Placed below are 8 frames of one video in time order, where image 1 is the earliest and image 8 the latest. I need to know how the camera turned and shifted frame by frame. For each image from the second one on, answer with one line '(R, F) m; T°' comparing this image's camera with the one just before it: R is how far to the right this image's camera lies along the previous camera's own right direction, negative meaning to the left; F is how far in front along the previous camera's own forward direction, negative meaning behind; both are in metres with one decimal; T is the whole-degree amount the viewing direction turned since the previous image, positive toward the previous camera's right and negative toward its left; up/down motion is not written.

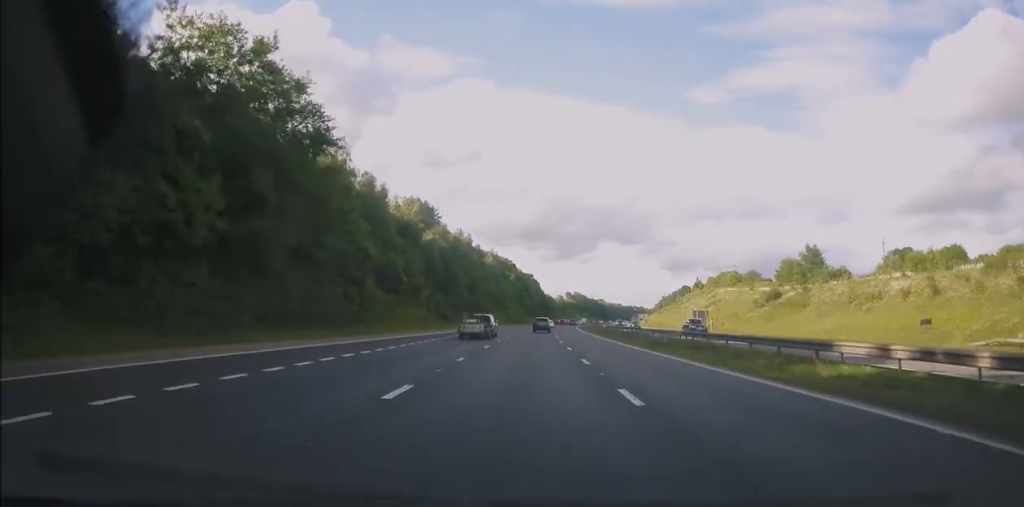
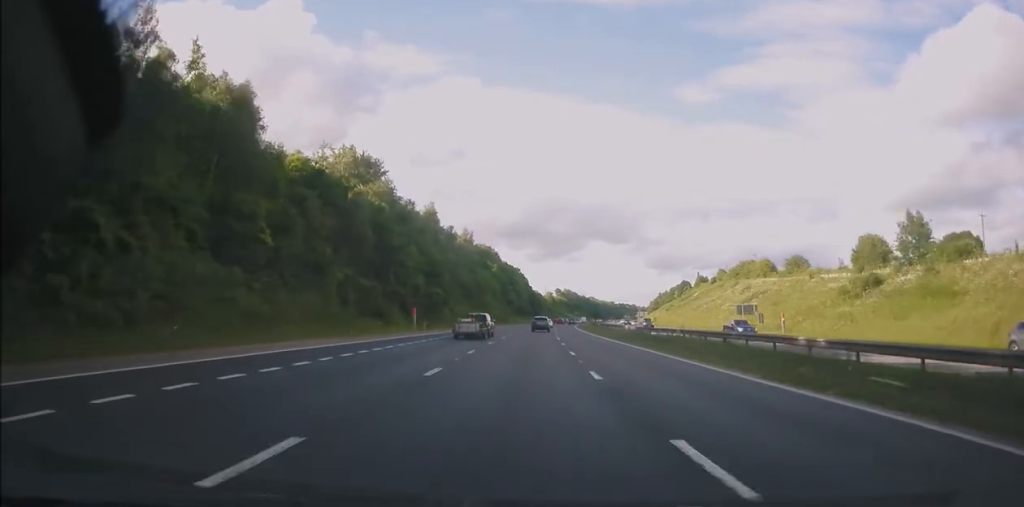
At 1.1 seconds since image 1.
(+0.3, +31.4) m; +1°
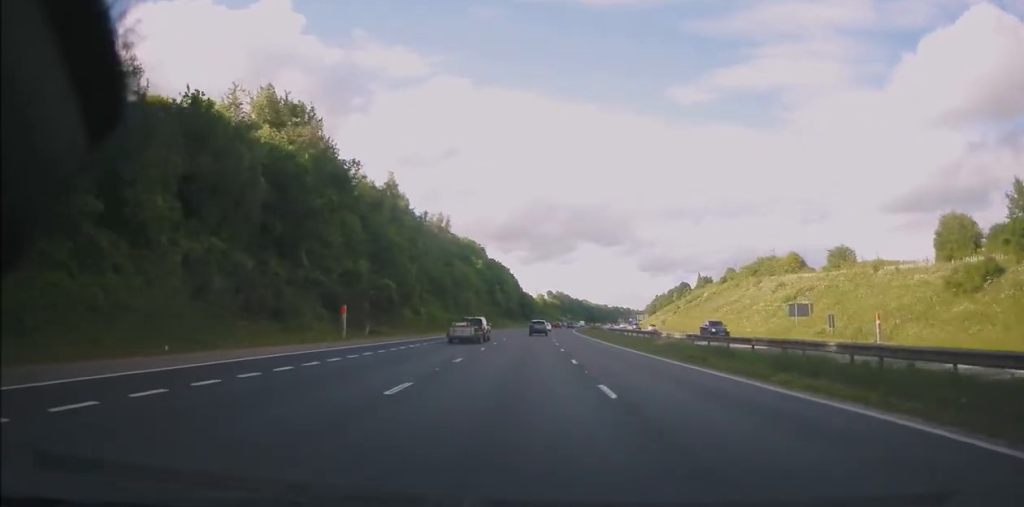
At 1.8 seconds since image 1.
(0.0, +20.6) m; +1°
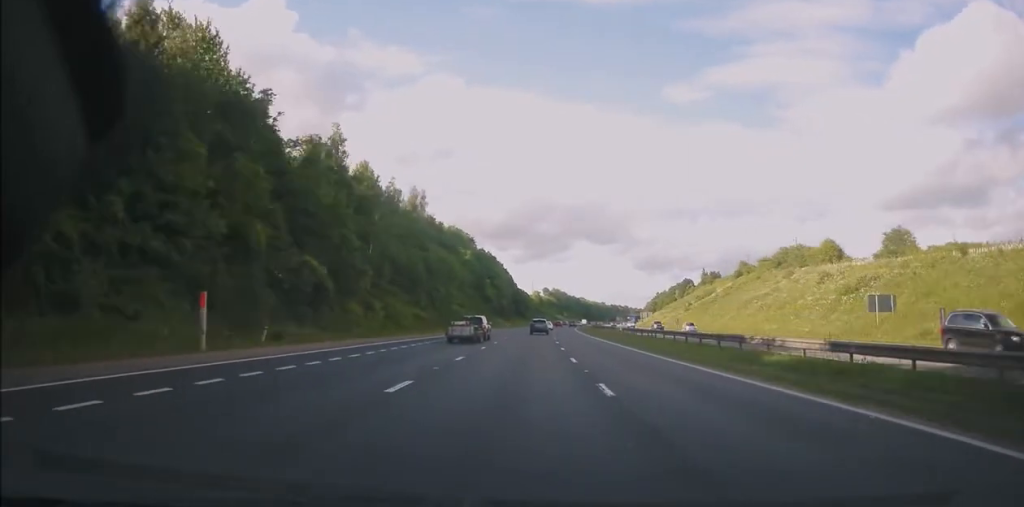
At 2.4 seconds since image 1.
(-0.2, +17.6) m; +1°
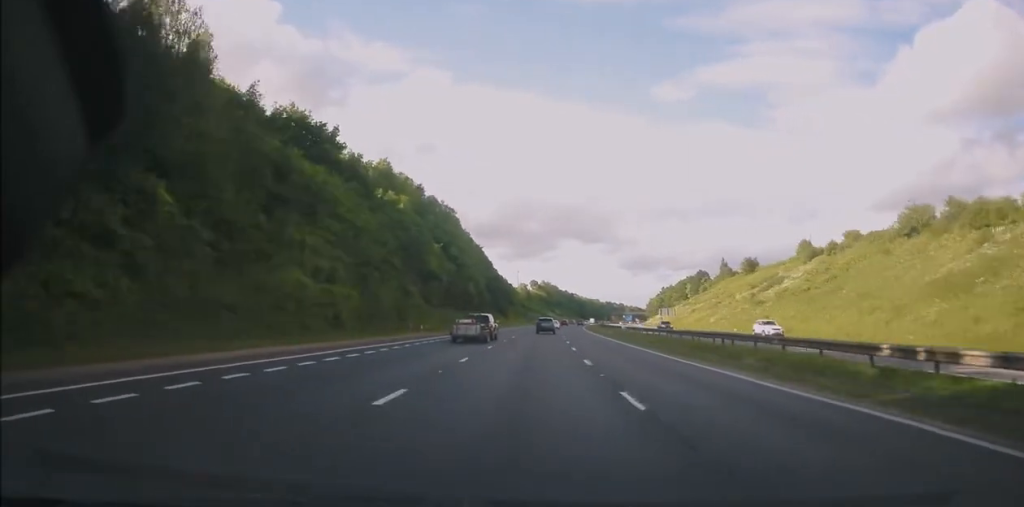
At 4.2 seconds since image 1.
(+1.2, +54.2) m; +1°
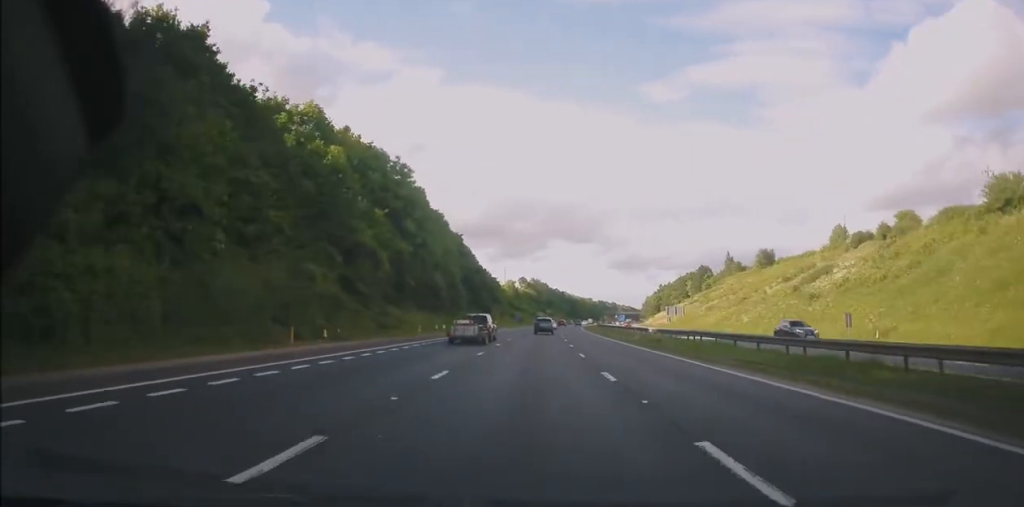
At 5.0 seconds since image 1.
(0.0, +22.5) m; +1°
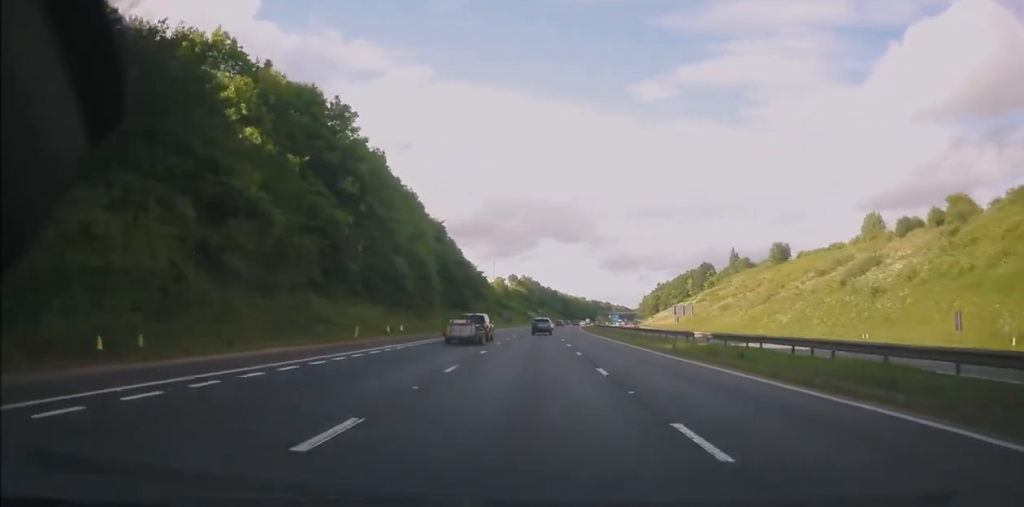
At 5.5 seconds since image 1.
(0.0, +16.6) m; +1°
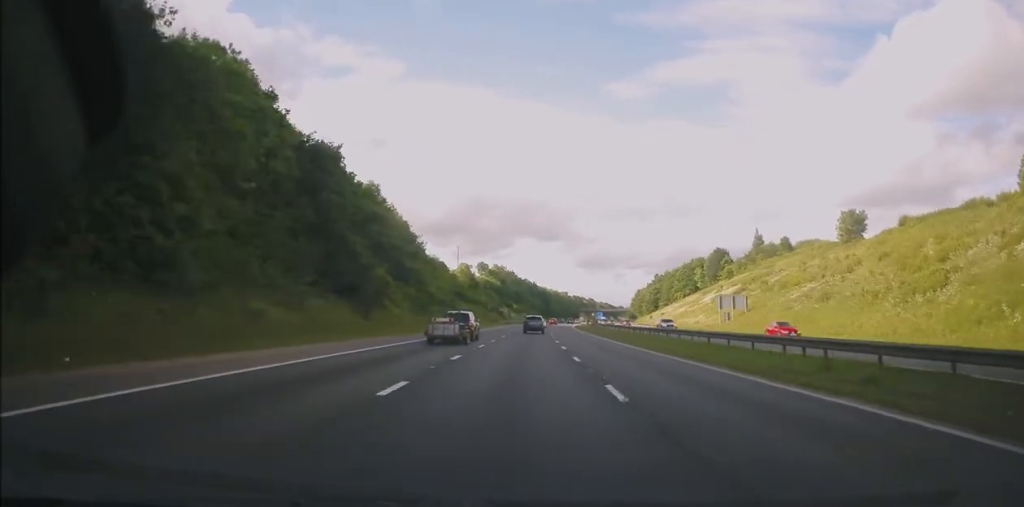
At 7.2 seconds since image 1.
(+1.4, +48.7) m; +2°
